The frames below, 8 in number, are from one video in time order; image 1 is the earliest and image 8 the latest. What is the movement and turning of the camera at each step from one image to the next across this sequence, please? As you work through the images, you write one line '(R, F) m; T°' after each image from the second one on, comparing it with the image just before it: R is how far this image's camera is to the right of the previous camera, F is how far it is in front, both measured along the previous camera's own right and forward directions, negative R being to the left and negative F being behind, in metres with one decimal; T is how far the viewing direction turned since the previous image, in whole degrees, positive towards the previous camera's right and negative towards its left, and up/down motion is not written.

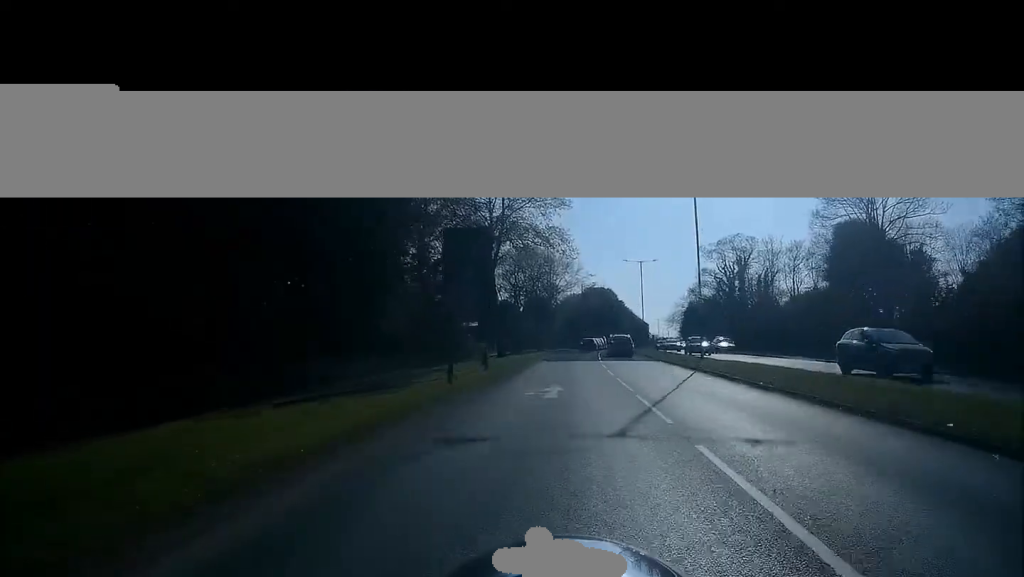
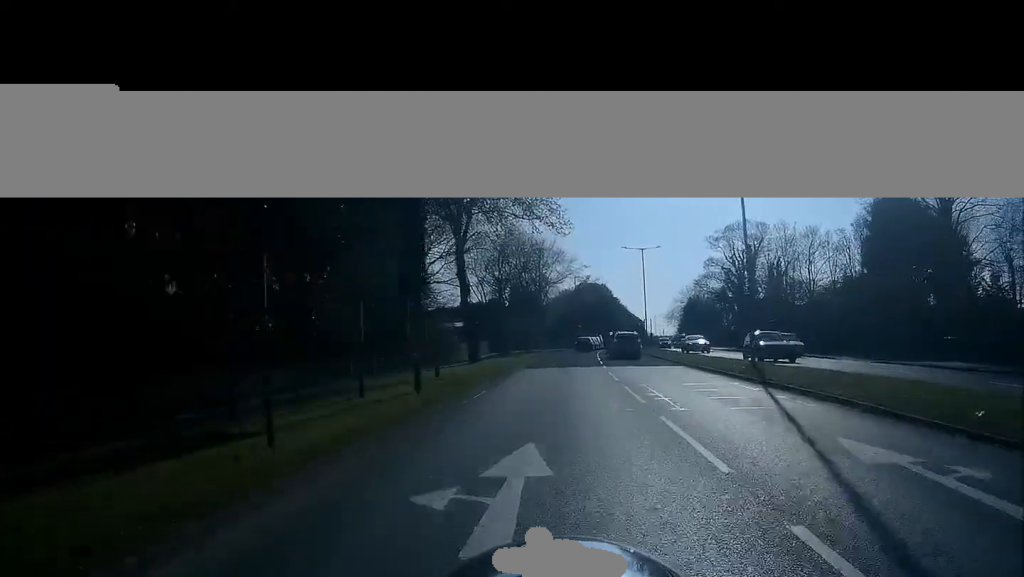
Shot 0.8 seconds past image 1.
(0.0, +9.6) m; -1°
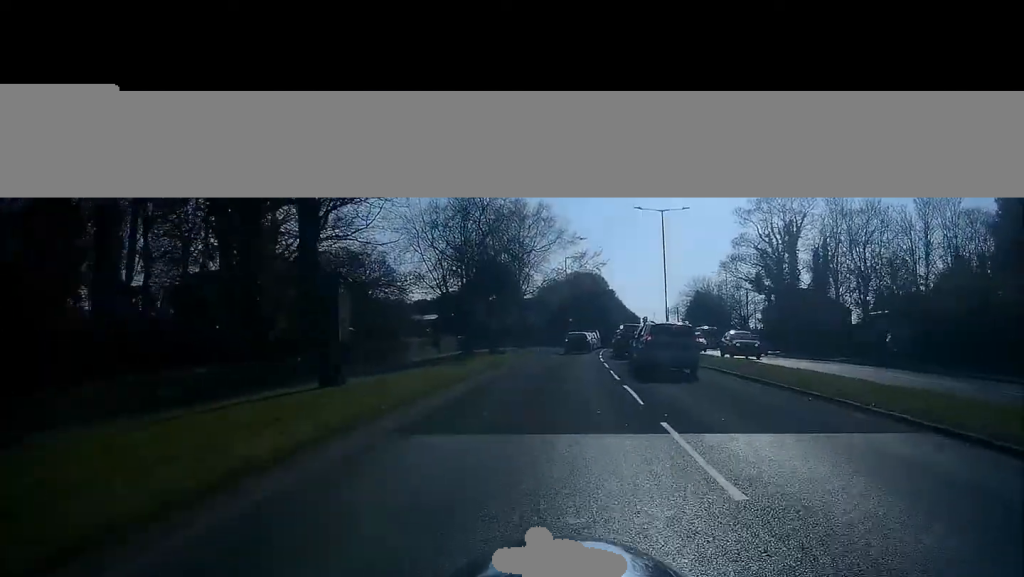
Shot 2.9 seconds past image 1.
(-0.2, +19.4) m; -2°
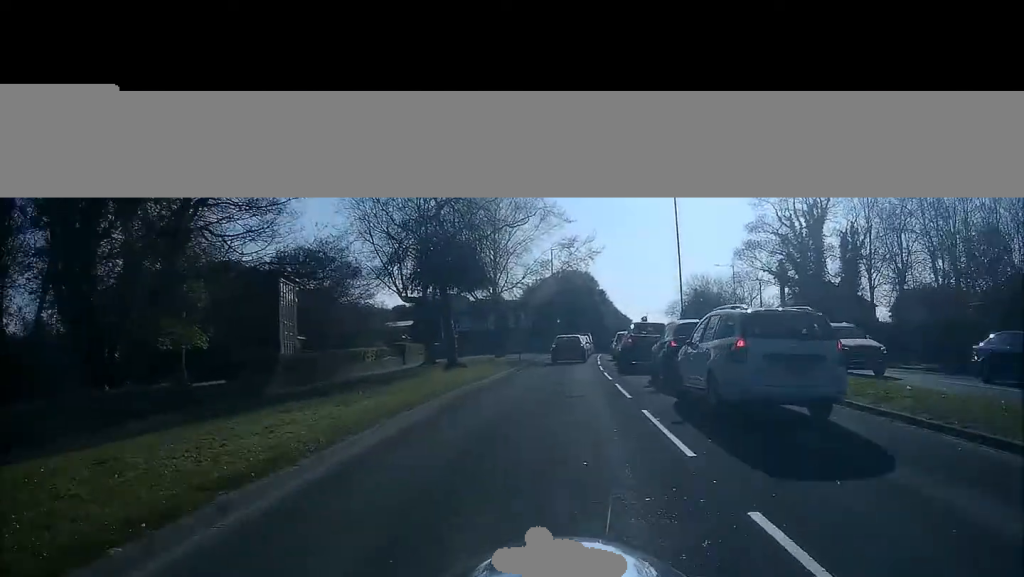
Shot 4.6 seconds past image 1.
(-0.4, +10.9) m; -1°
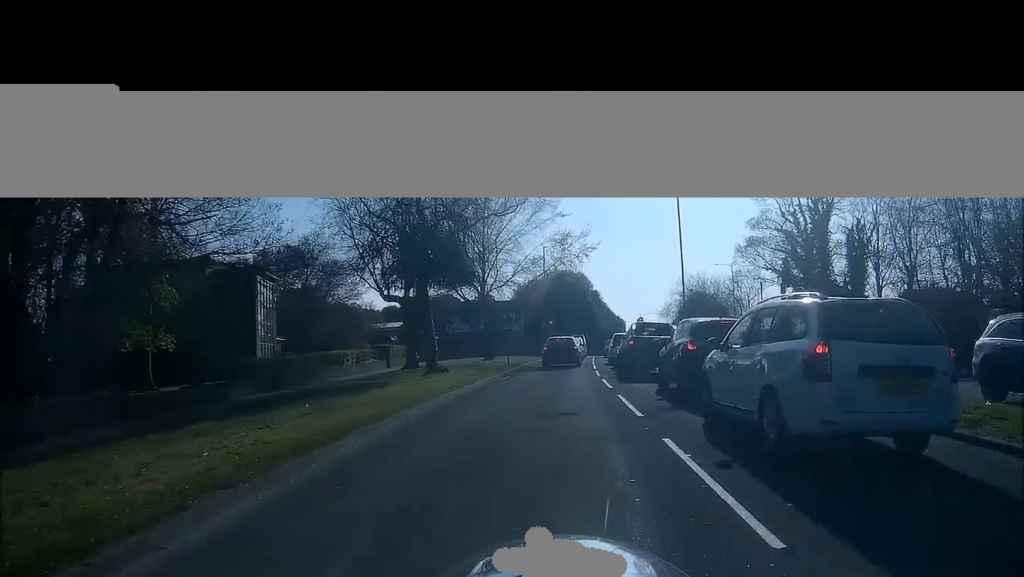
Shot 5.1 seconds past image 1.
(+0.2, +2.6) m; +4°
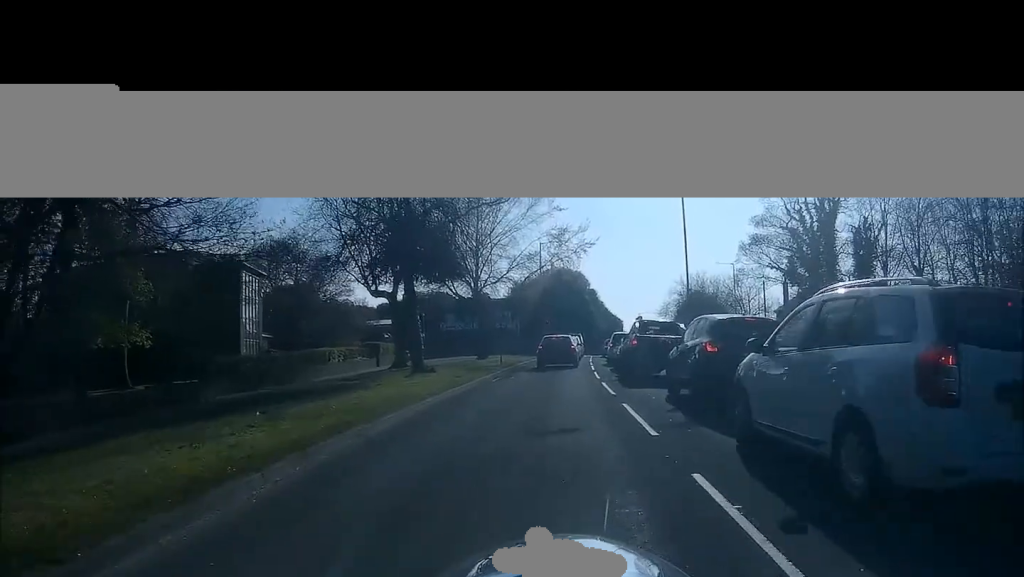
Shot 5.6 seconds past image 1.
(0.0, +2.0) m; +3°
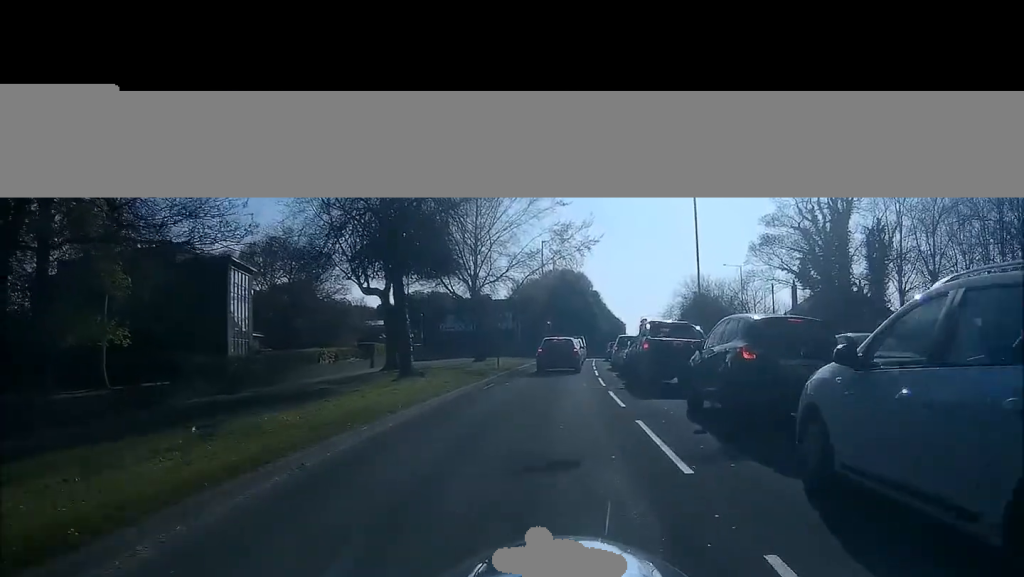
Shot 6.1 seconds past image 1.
(+0.1, +1.9) m; +1°
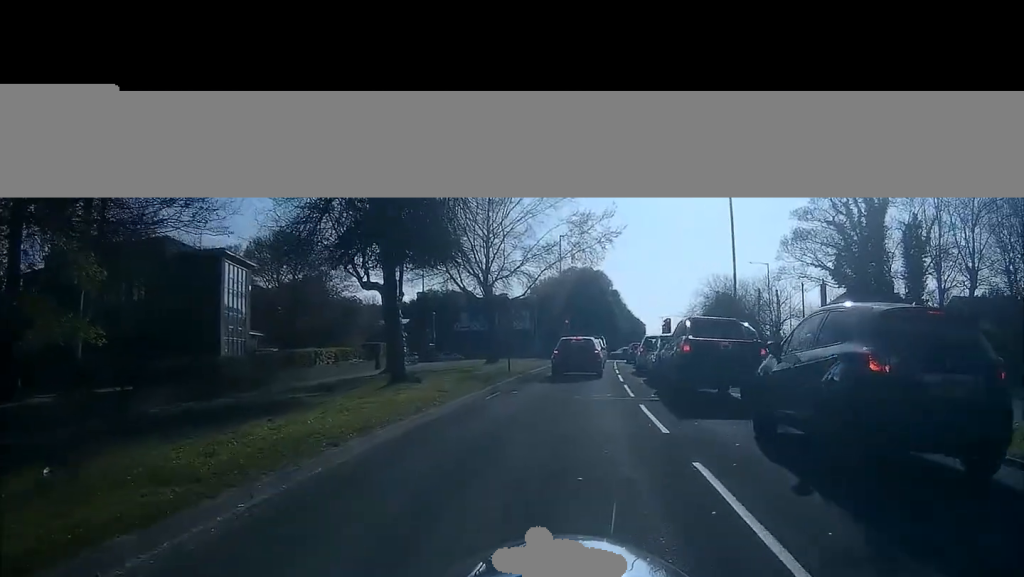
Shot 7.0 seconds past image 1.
(0.0, +3.3) m; -1°
